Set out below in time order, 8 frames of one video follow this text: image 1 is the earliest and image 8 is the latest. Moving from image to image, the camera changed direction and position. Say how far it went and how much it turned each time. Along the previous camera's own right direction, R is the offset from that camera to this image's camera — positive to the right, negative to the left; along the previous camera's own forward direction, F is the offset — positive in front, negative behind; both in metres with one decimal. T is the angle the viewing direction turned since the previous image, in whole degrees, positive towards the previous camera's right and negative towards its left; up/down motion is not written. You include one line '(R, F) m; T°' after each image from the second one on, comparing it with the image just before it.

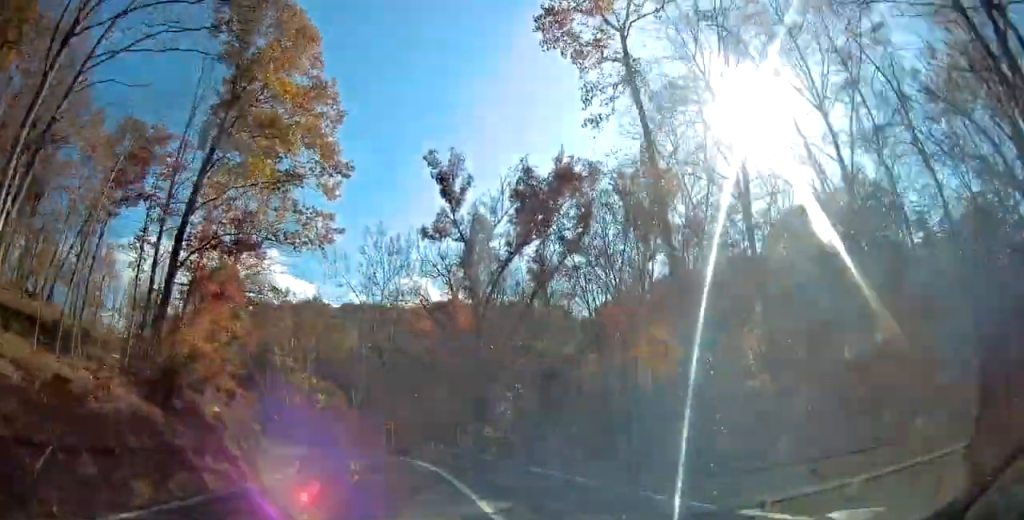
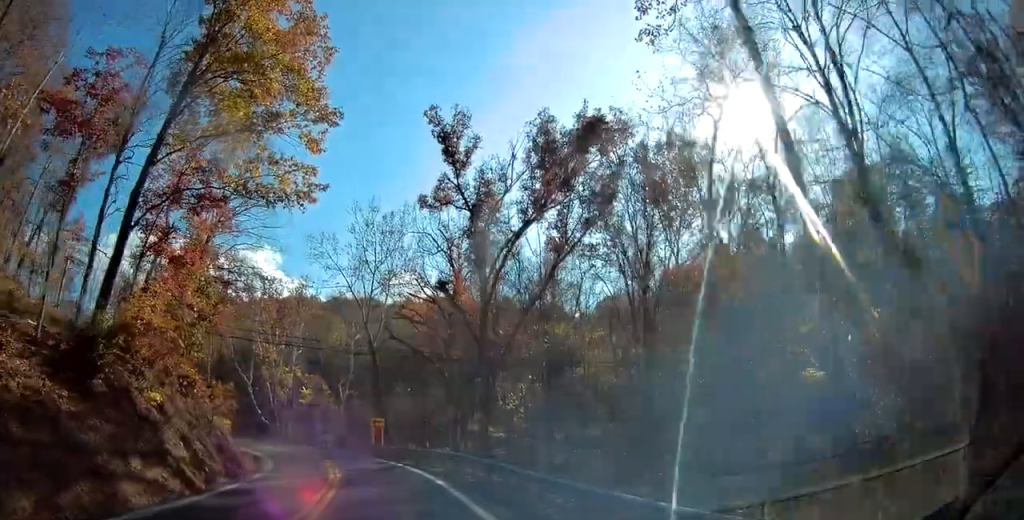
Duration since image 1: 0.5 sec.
(+0.2, +6.1) m; +2°
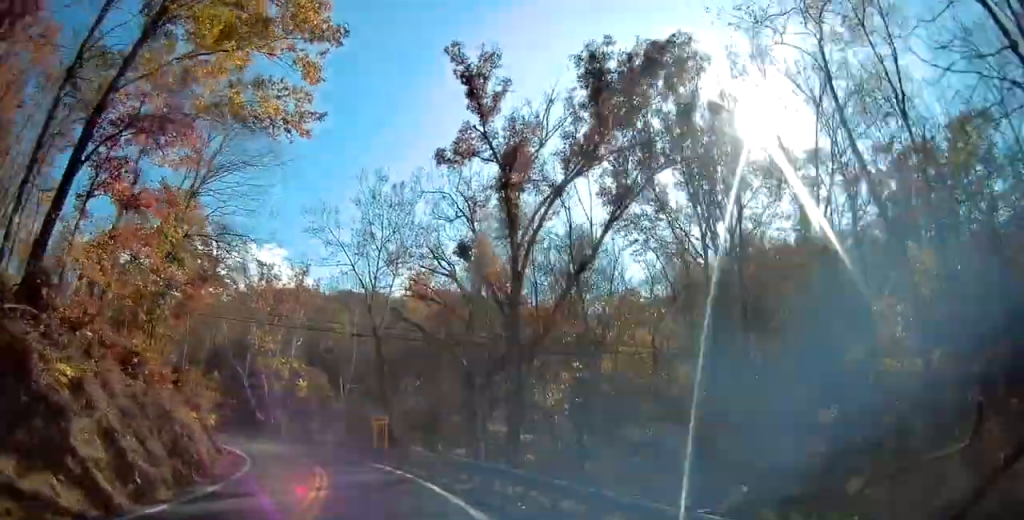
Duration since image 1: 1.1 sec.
(+0.5, +6.7) m; +2°
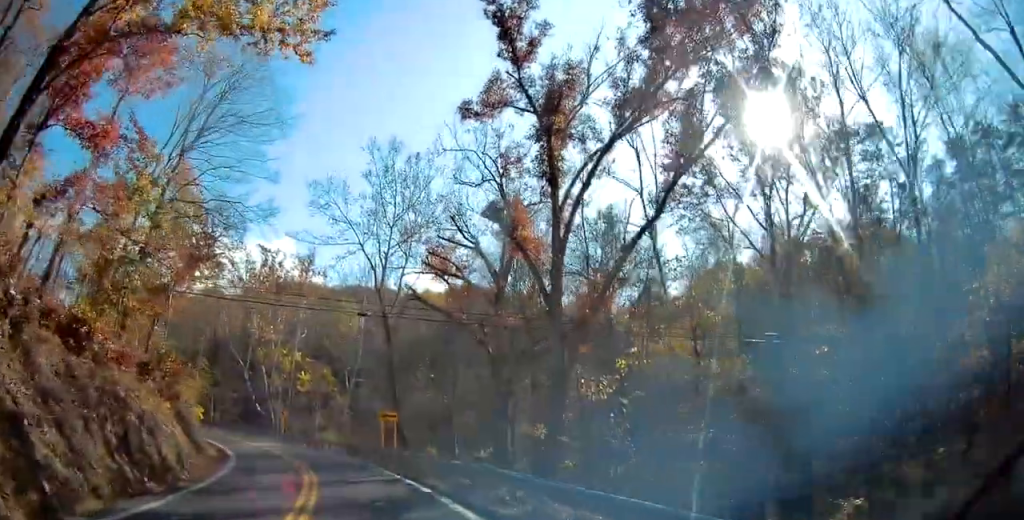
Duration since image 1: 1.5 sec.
(0.0, +5.1) m; -1°
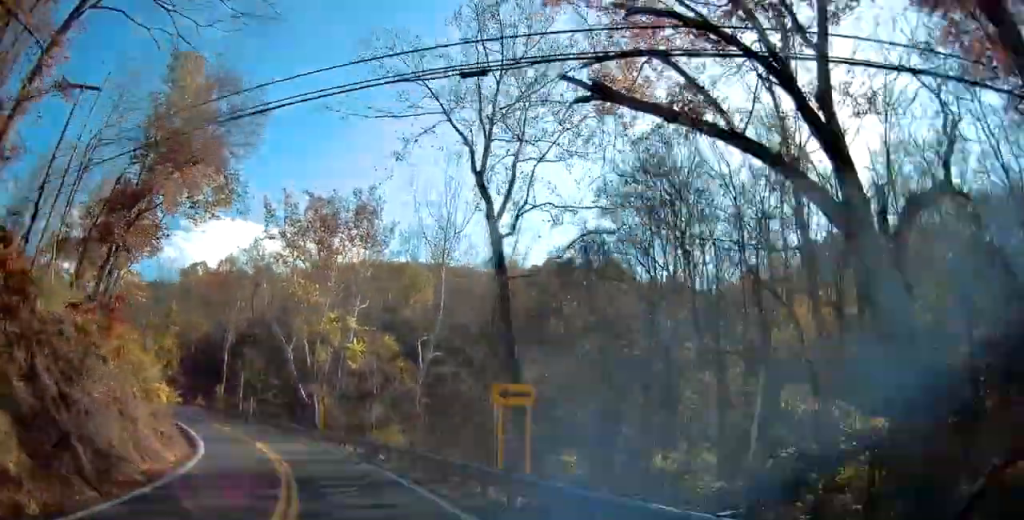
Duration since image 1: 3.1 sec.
(-0.9, +18.2) m; -9°
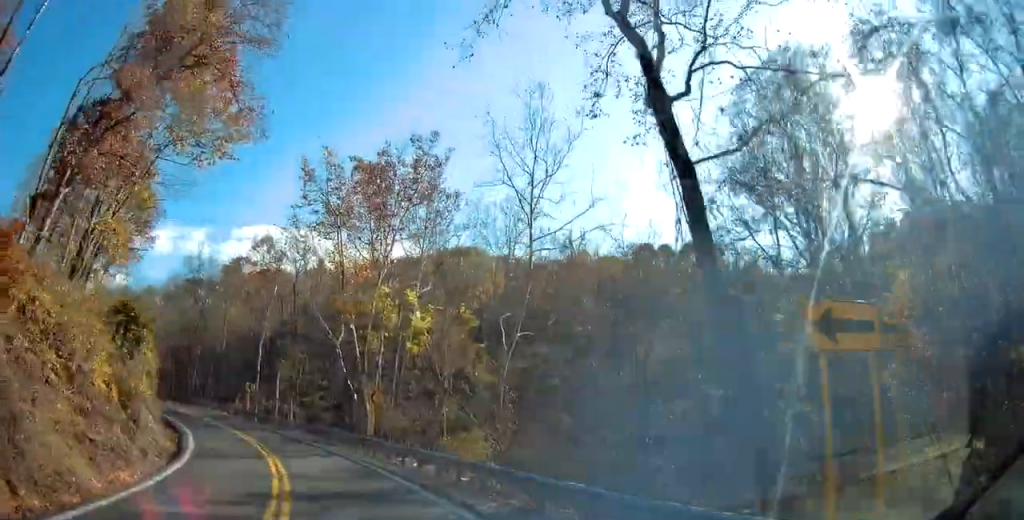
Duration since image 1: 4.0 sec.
(-0.8, +10.5) m; -7°
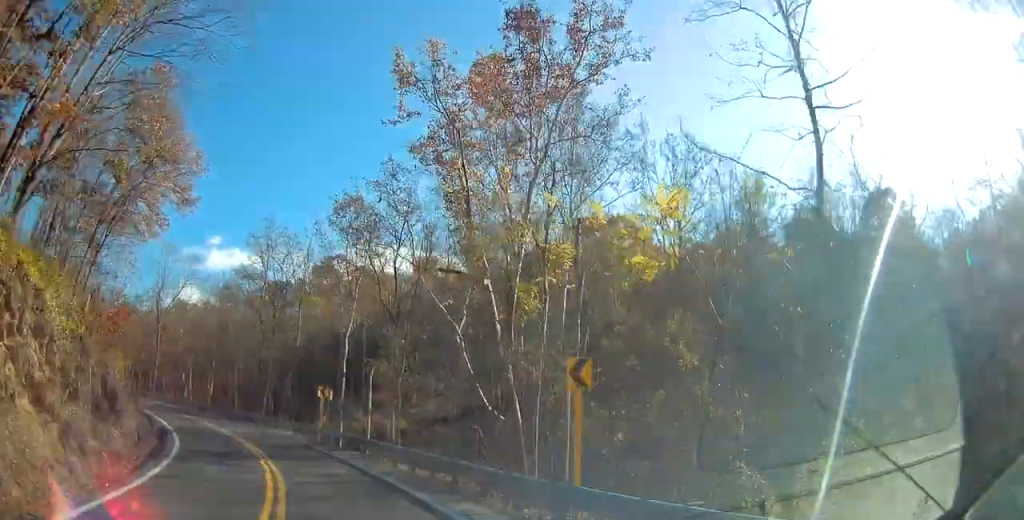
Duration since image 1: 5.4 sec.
(-1.6, +16.9) m; -13°
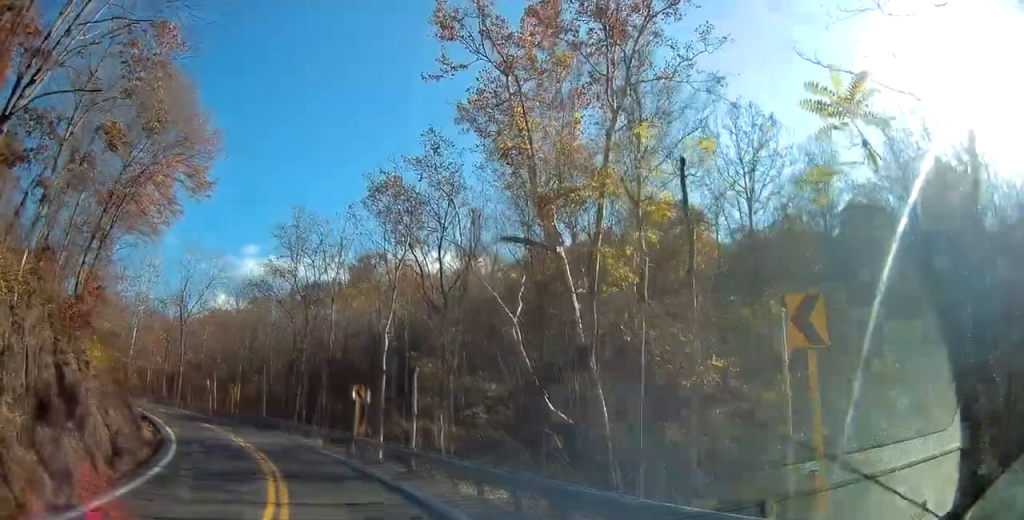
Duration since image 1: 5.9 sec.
(-0.2, +5.3) m; -6°
